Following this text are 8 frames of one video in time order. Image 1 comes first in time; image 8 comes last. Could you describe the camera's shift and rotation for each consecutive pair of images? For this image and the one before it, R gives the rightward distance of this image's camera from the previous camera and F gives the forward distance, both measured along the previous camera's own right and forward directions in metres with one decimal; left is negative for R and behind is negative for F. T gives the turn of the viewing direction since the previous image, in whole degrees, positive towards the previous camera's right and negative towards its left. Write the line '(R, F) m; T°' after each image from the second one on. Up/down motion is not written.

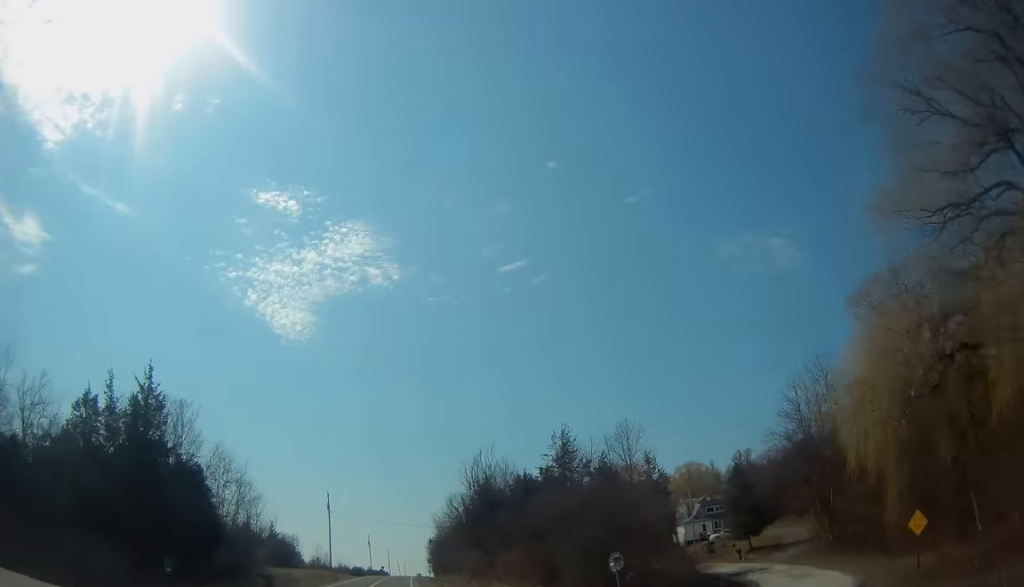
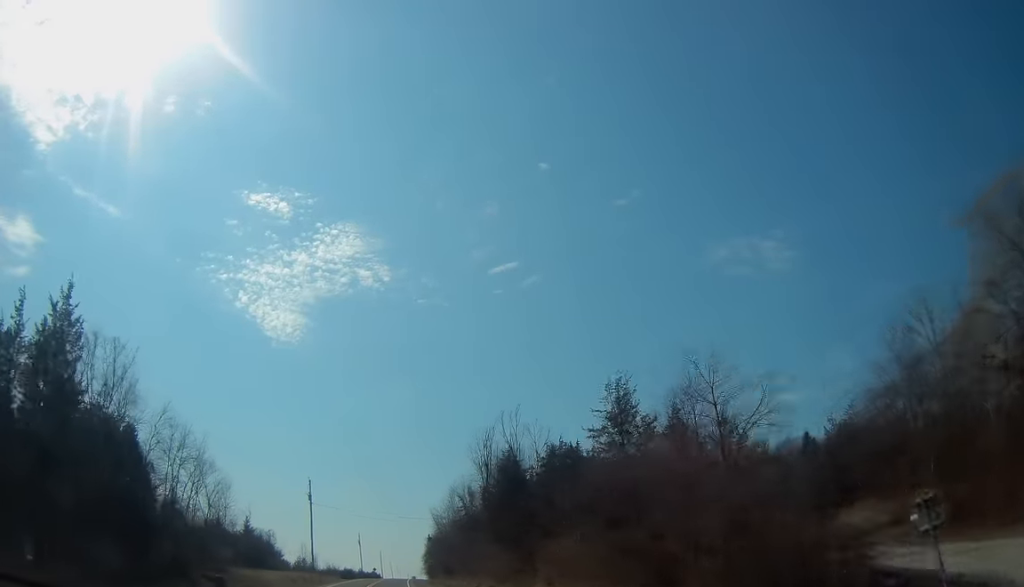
(-0.1, +14.5) m; +1°
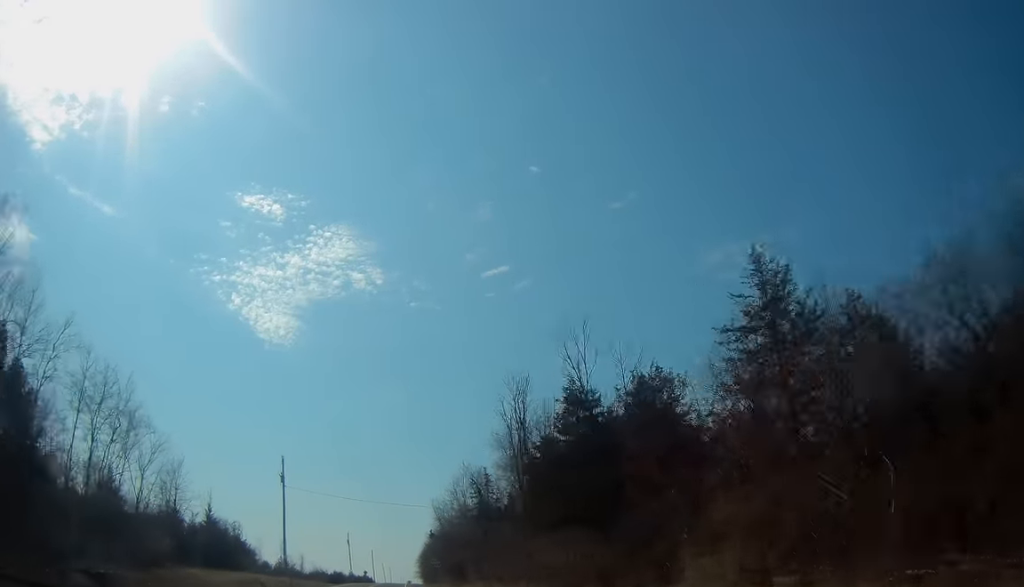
(+0.4, +16.9) m; +1°
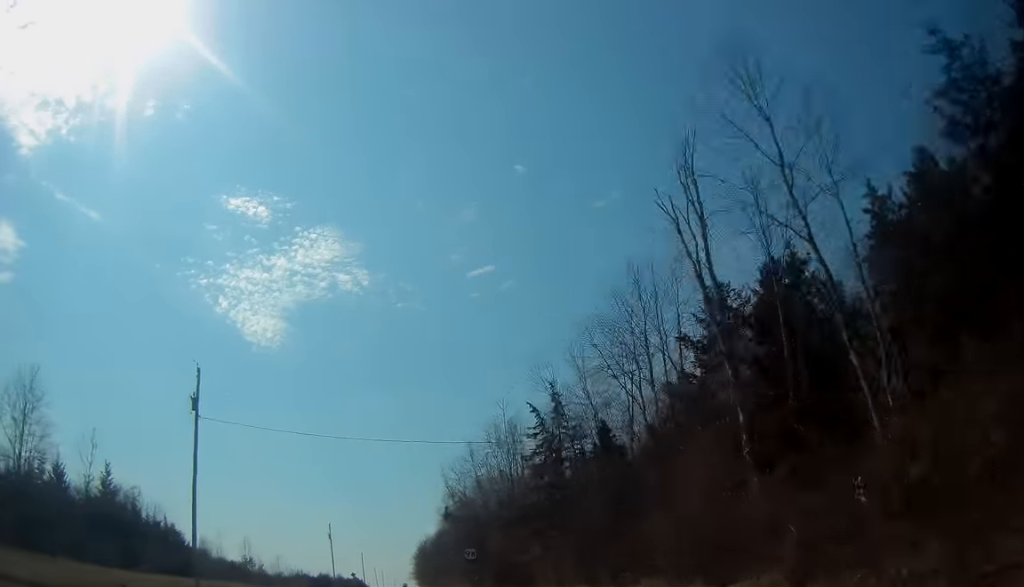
(0.0, +27.6) m; 0°
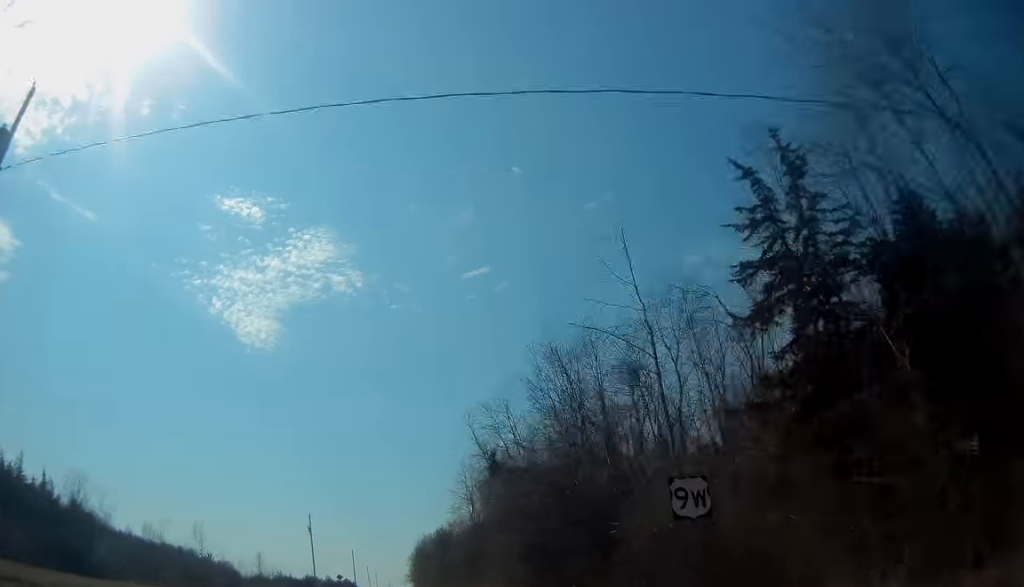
(+0.1, +22.4) m; +1°
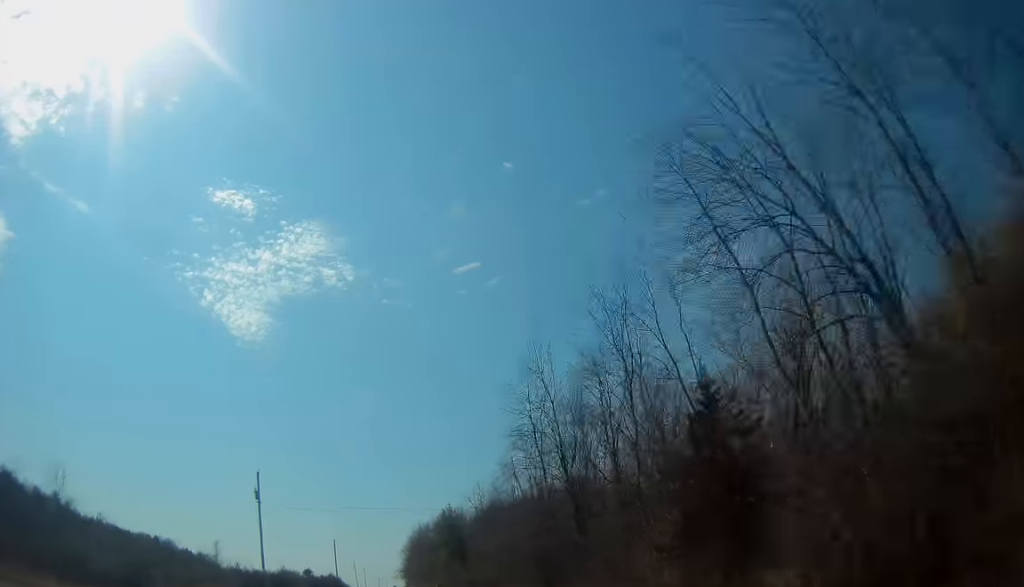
(+0.5, +31.4) m; +1°
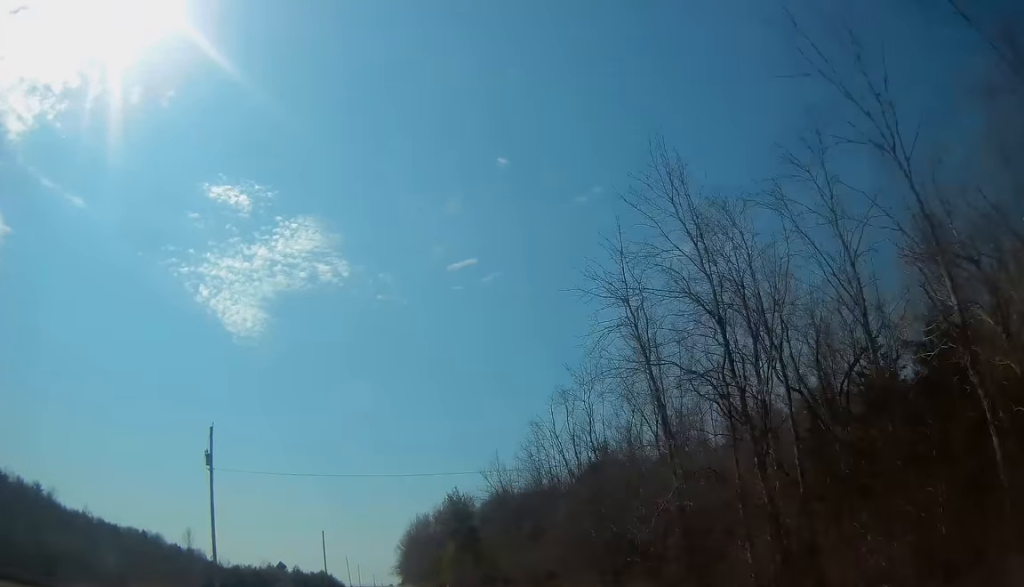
(-0.1, +14.9) m; 0°
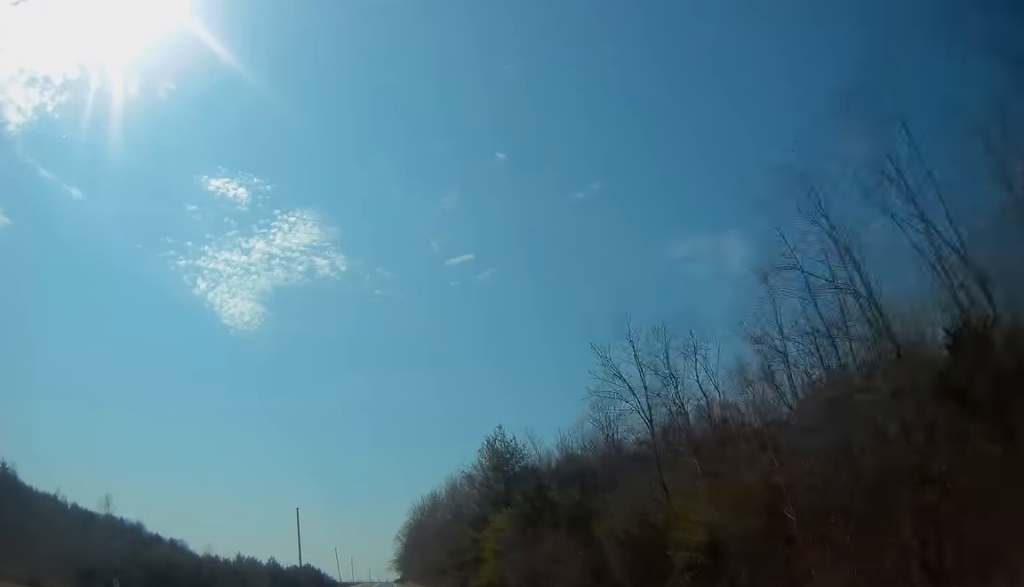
(+0.1, +32.3) m; +1°
